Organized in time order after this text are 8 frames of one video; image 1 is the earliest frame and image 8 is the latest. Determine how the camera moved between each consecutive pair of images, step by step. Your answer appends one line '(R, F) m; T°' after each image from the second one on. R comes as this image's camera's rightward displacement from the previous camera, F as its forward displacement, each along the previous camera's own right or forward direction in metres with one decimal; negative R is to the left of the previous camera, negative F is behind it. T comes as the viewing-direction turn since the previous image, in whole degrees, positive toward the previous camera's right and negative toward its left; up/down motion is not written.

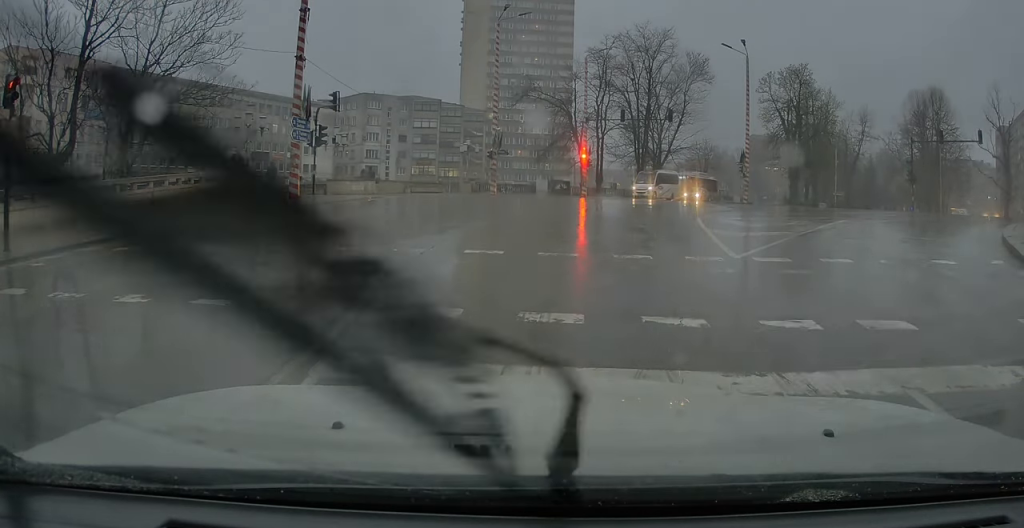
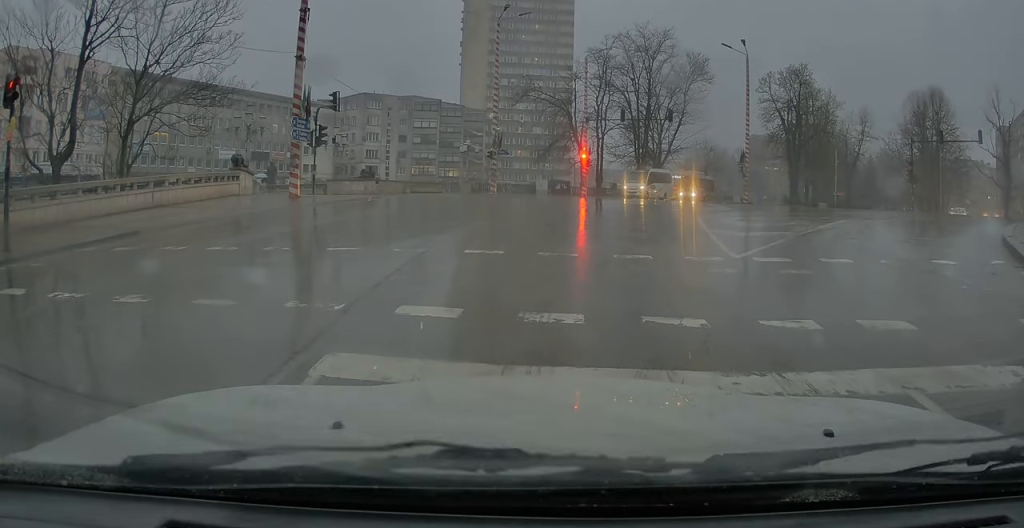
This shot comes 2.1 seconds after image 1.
(0.0, 0.0) m; 0°
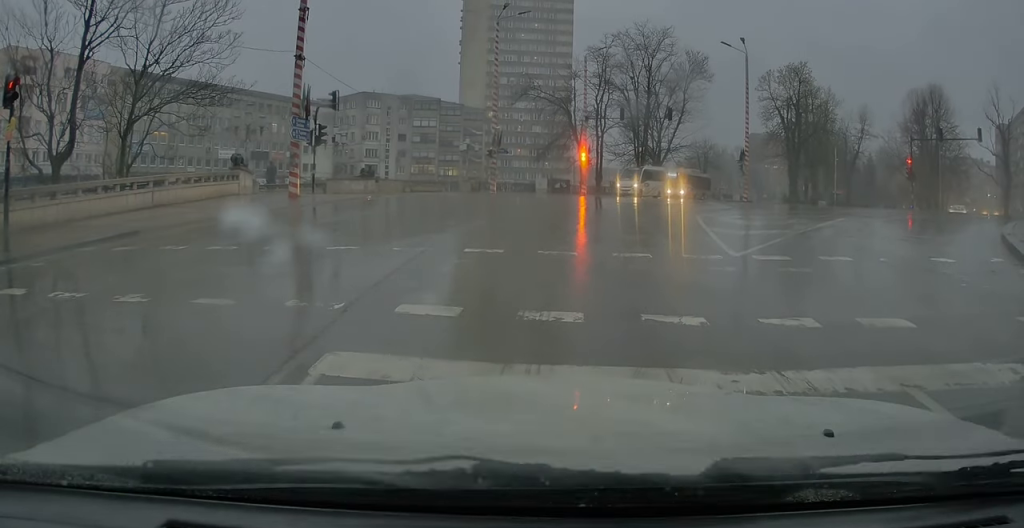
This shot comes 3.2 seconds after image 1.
(0.0, 0.0) m; 0°
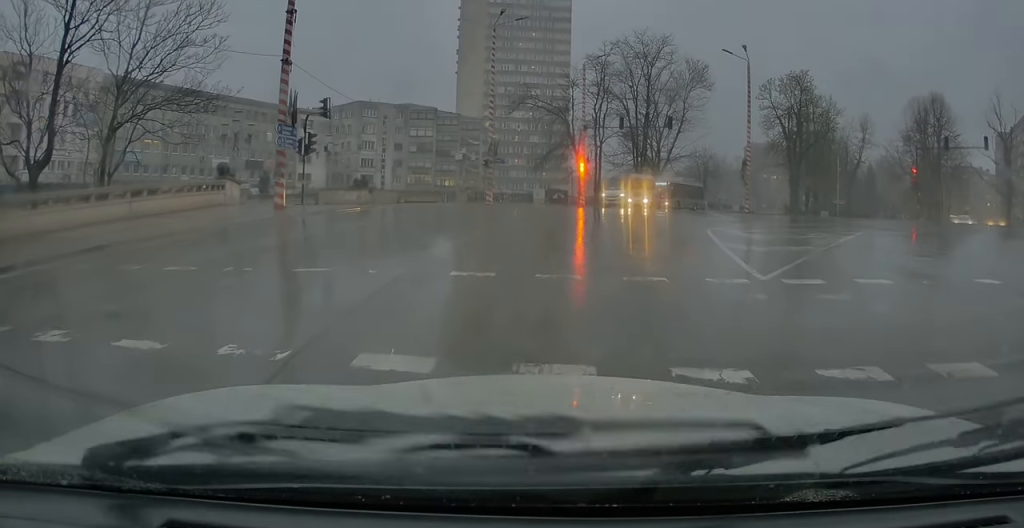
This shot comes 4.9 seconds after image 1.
(0.0, +0.4) m; 0°
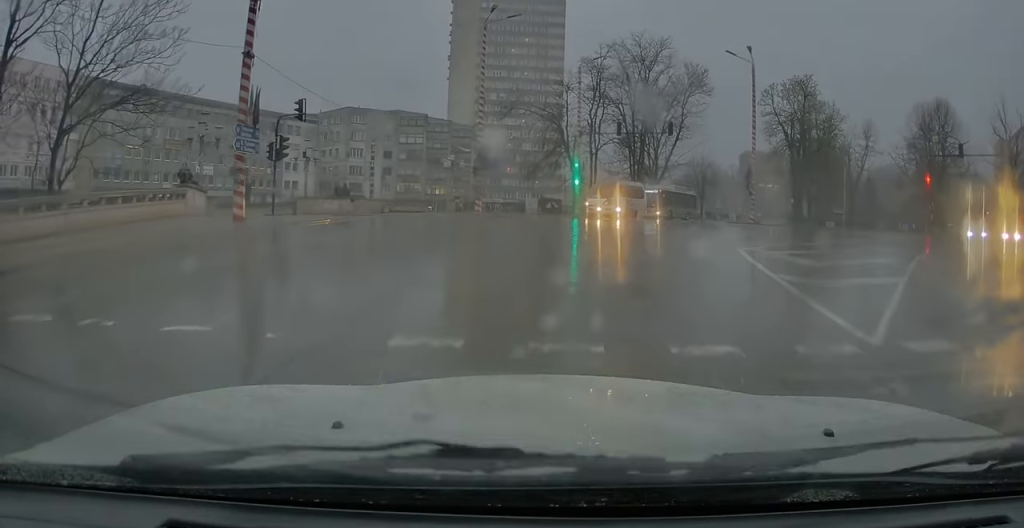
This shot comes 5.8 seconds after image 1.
(0.0, +1.8) m; 0°
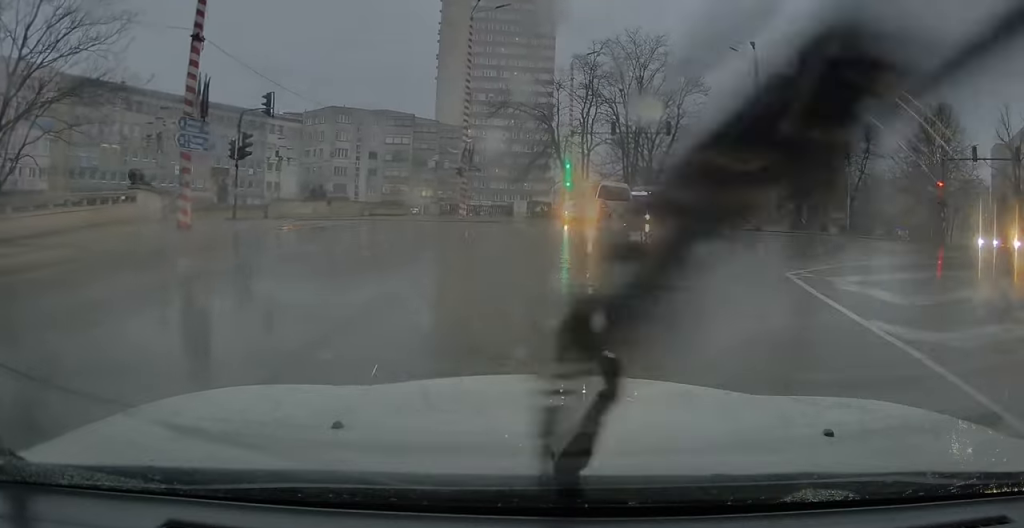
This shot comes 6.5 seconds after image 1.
(0.0, +2.7) m; +2°
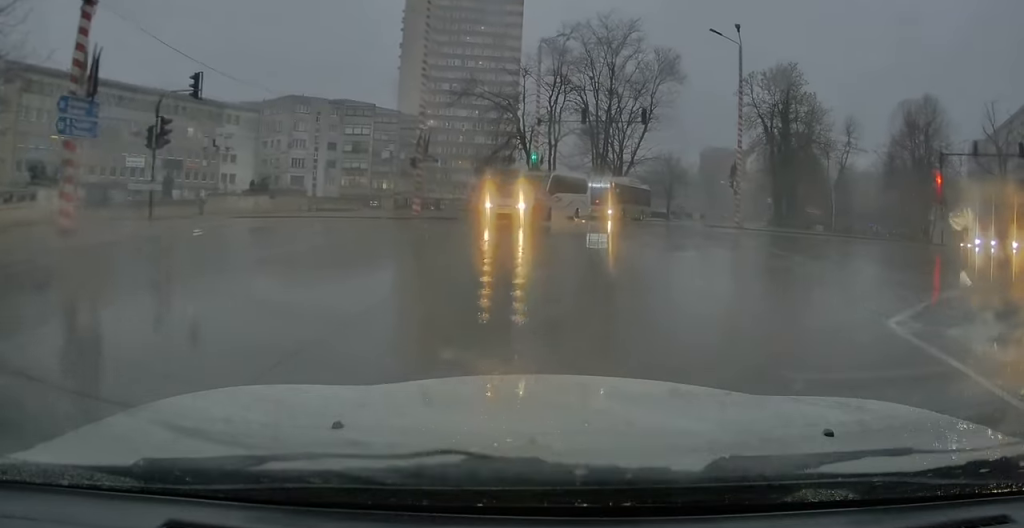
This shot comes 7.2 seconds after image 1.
(+0.1, +3.8) m; +2°
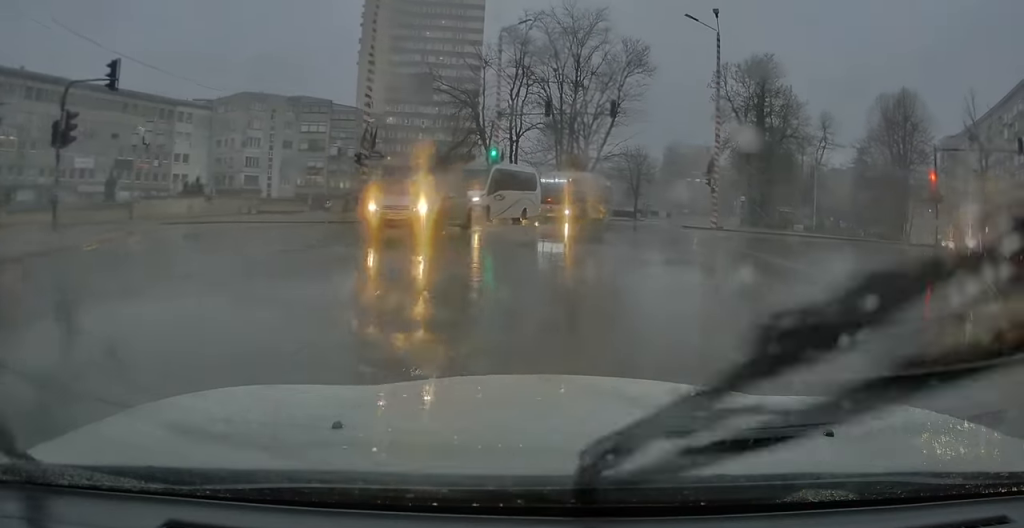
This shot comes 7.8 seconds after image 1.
(0.0, +3.6) m; +2°
